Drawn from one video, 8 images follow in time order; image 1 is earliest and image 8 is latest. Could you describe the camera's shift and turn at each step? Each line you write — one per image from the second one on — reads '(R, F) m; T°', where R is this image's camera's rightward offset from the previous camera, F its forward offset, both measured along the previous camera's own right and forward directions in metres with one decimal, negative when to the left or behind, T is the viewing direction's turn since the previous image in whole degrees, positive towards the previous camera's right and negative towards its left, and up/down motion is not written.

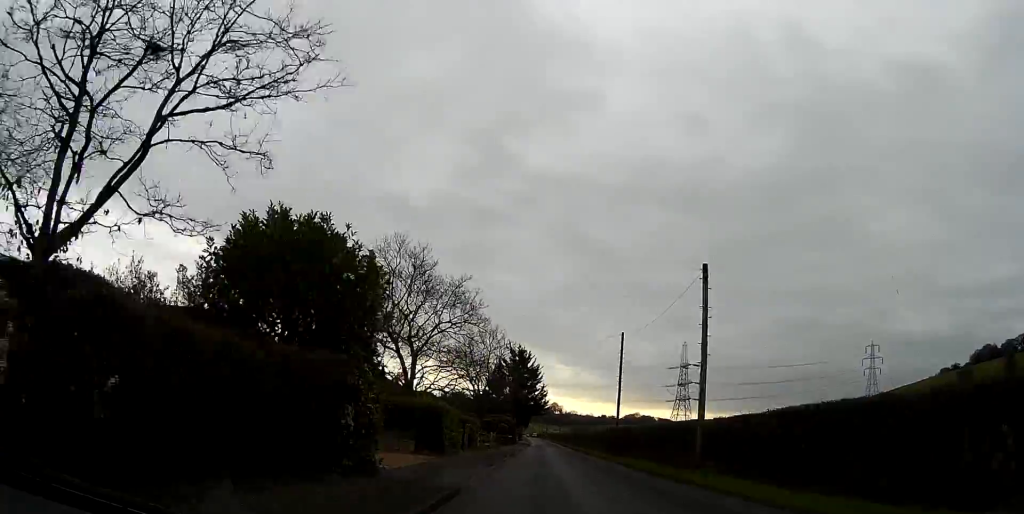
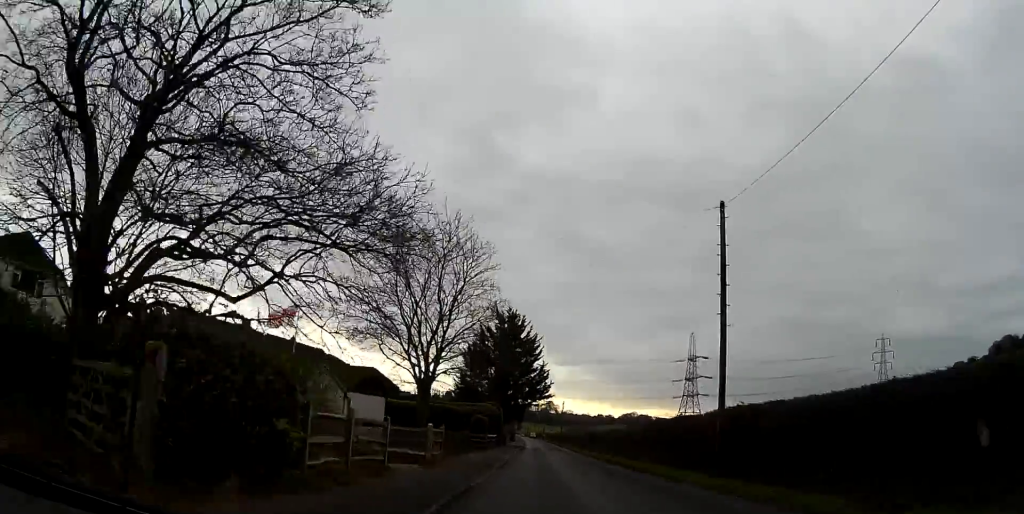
(0.0, +26.6) m; 0°
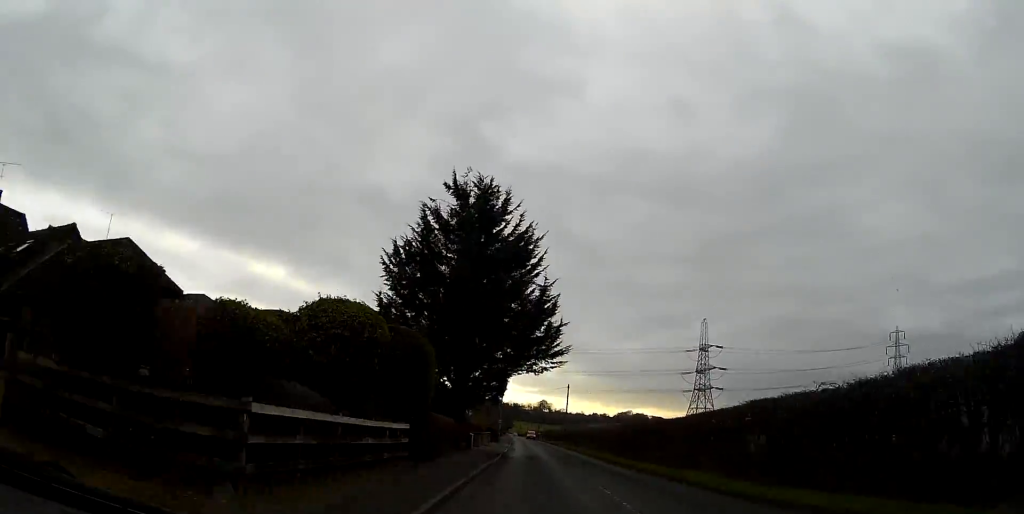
(+0.3, +34.0) m; 0°
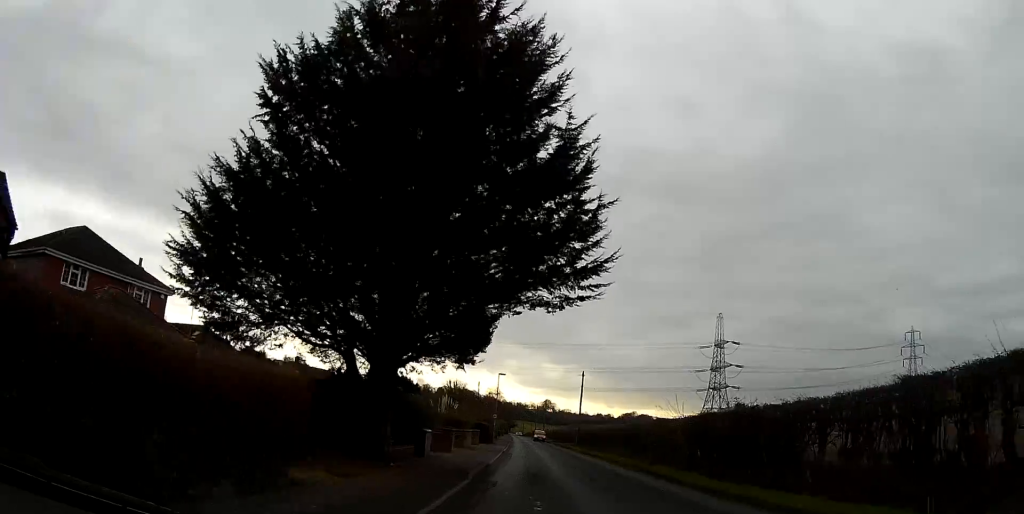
(-0.1, +17.3) m; -1°
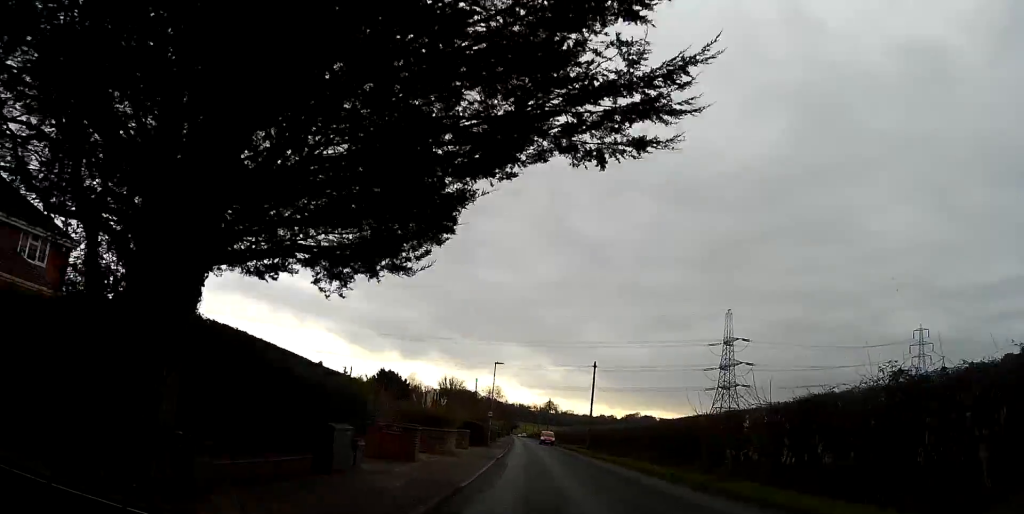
(0.0, +9.6) m; 0°
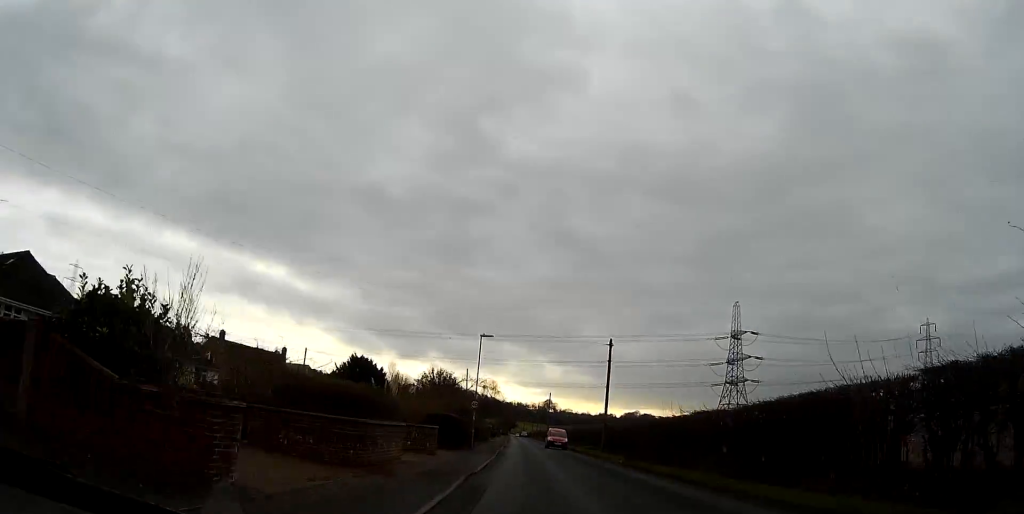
(-0.1, +12.1) m; 0°
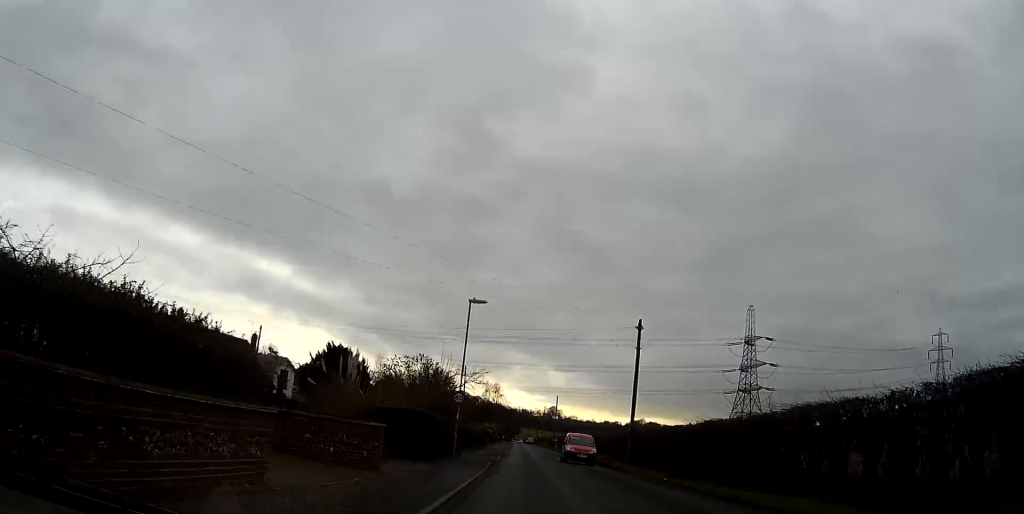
(+0.1, +9.7) m; 0°
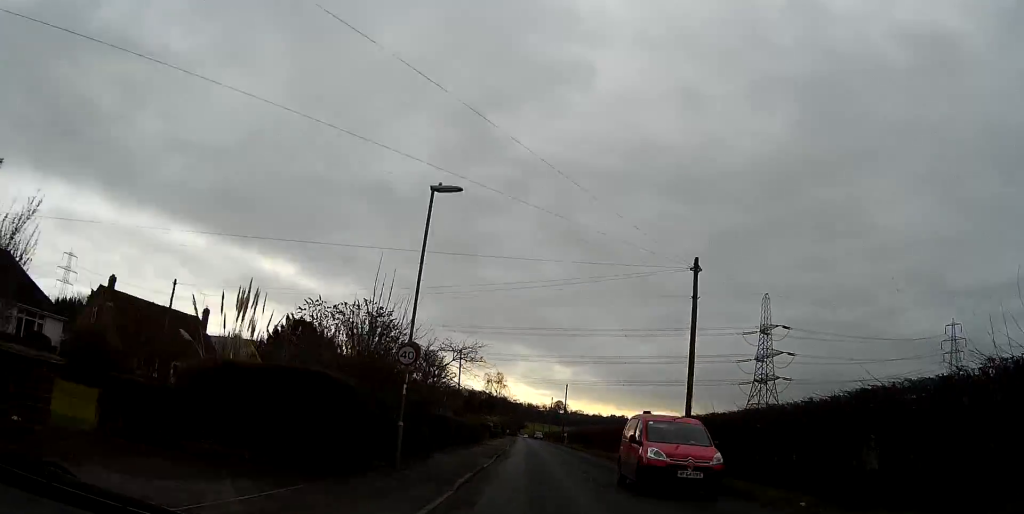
(0.0, +11.3) m; 0°
